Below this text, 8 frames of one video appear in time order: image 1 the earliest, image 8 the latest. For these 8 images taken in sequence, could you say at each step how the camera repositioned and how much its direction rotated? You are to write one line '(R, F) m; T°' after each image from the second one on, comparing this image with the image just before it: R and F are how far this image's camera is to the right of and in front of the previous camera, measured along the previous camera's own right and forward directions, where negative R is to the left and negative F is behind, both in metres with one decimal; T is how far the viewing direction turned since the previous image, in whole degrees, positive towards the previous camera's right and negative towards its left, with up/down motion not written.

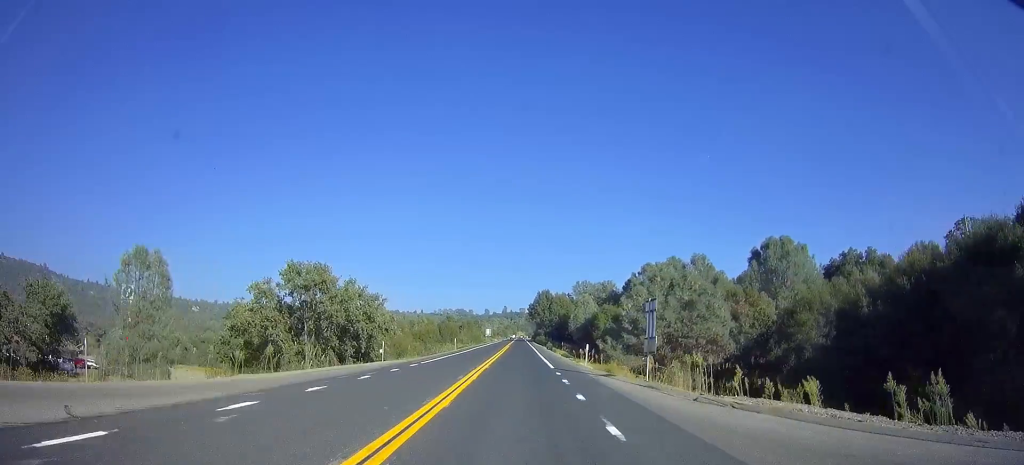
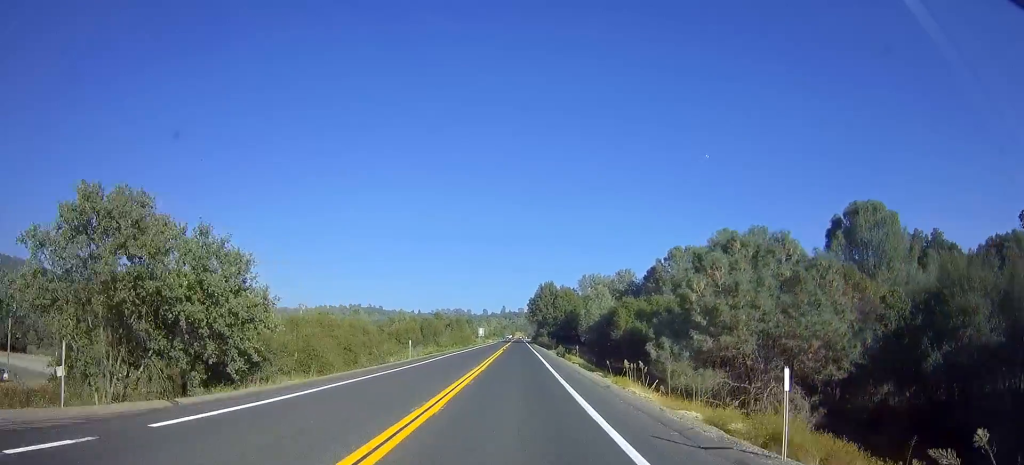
(+0.2, +23.5) m; +1°
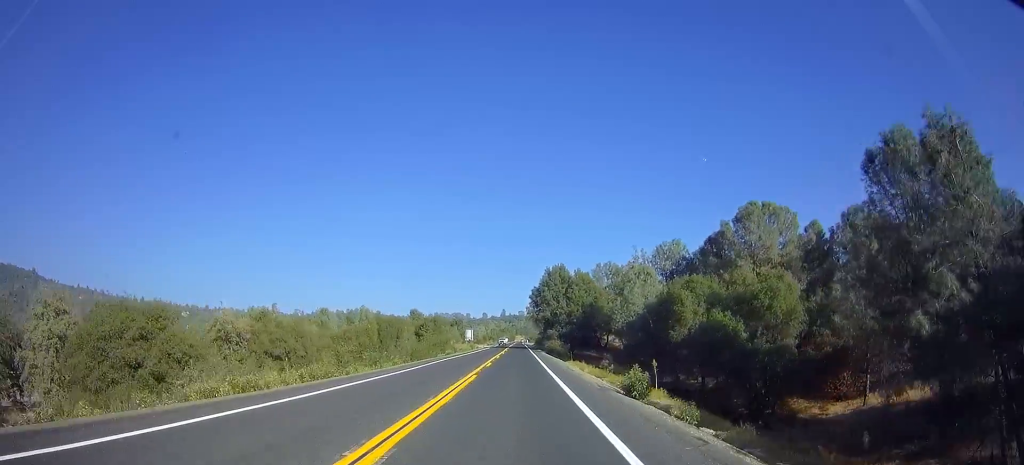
(+0.3, +34.2) m; 0°
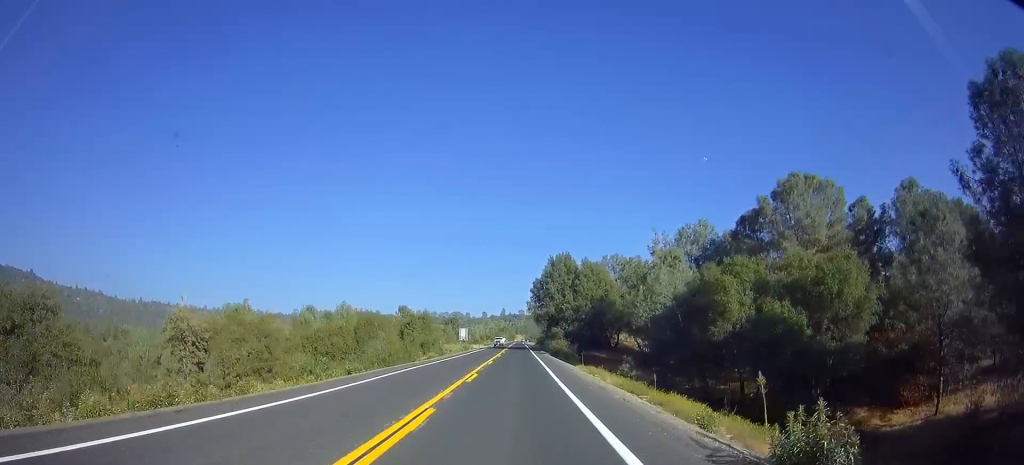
(0.0, +11.5) m; 0°
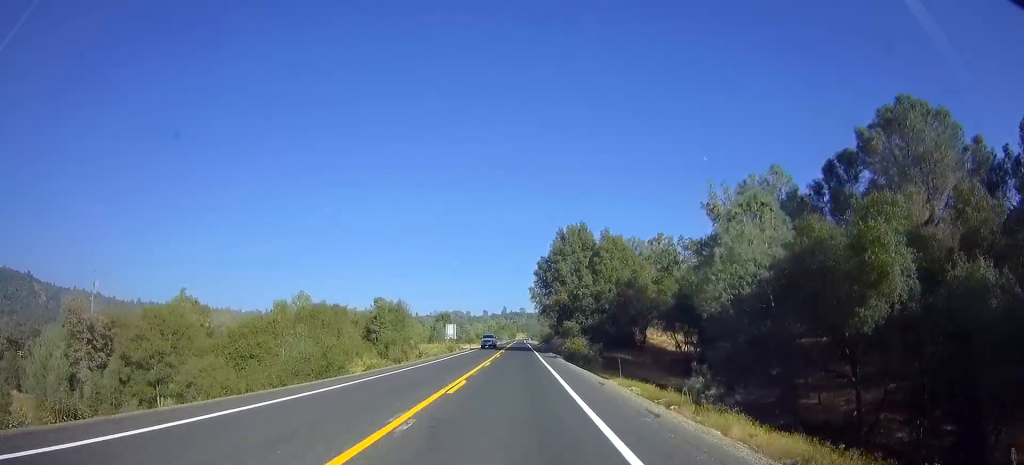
(-0.1, +19.4) m; -1°
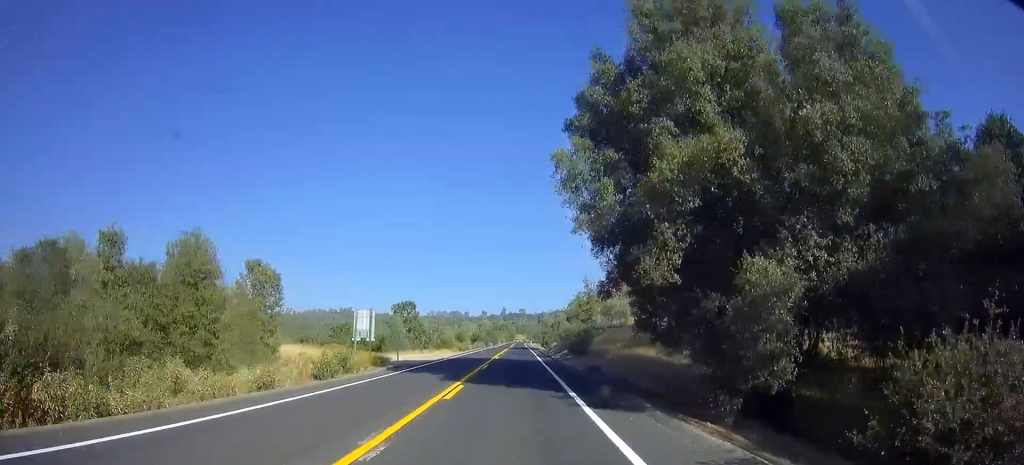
(-0.2, +44.3) m; 0°
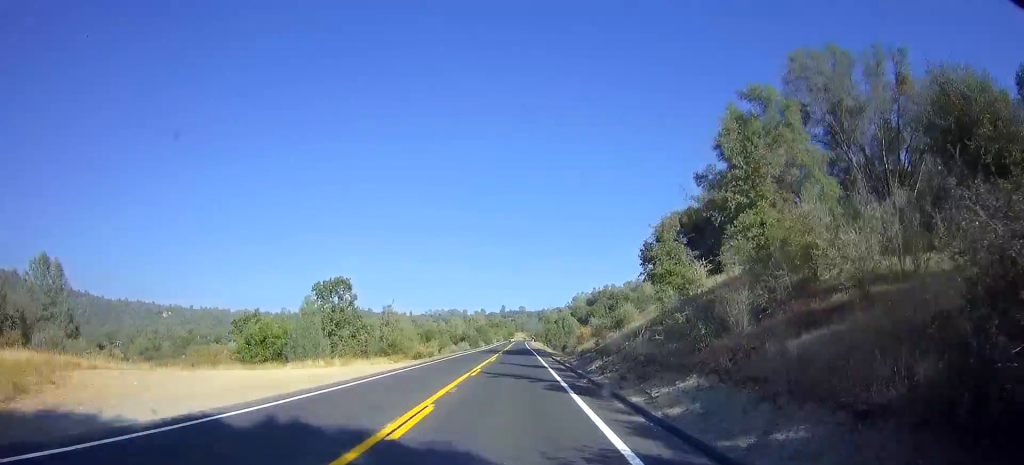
(0.0, +34.8) m; 0°
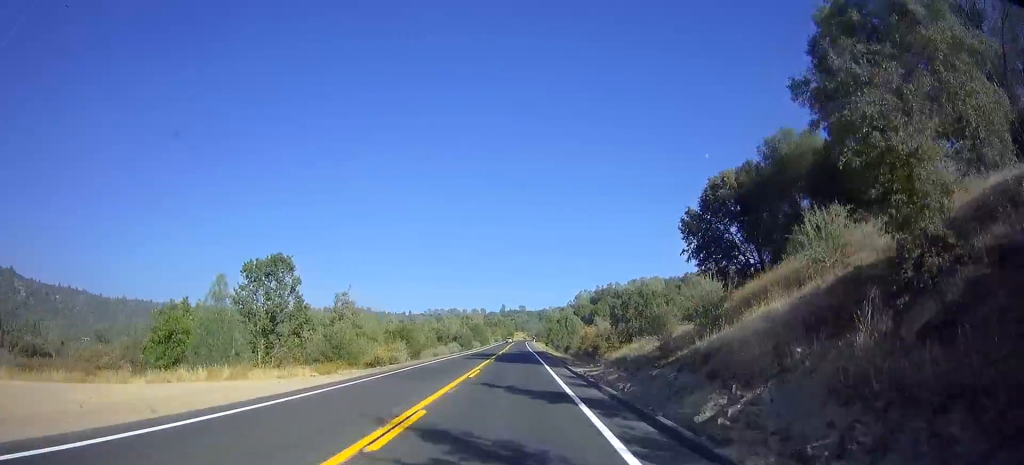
(0.0, +15.2) m; 0°
